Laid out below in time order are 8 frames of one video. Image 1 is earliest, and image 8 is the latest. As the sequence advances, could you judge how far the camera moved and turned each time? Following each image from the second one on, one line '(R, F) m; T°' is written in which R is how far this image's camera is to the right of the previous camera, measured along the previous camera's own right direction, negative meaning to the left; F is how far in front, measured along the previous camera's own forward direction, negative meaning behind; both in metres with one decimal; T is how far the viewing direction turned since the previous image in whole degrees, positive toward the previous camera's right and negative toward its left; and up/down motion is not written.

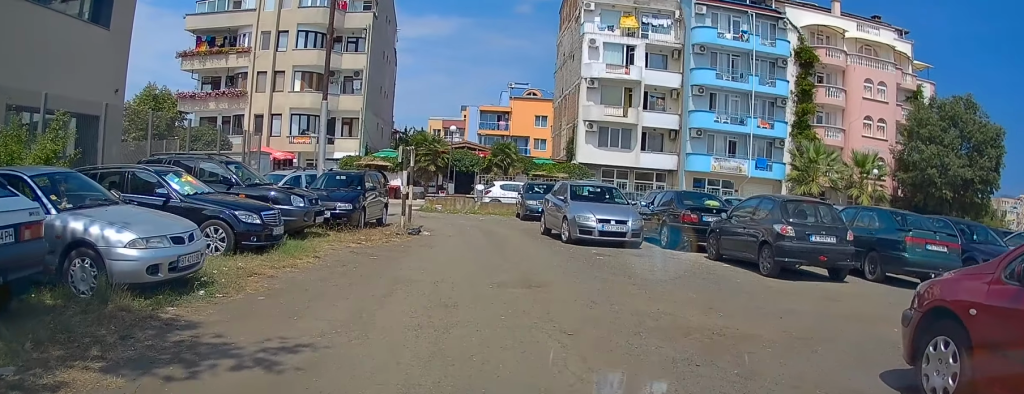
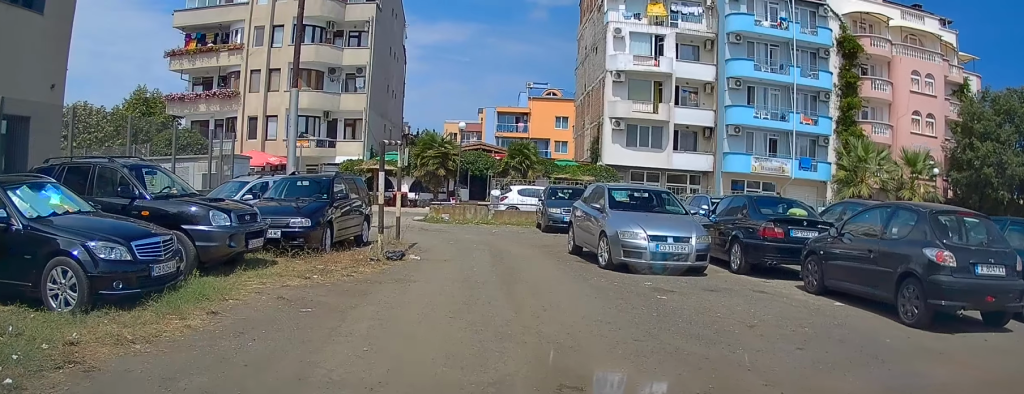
(-0.2, +4.2) m; -5°
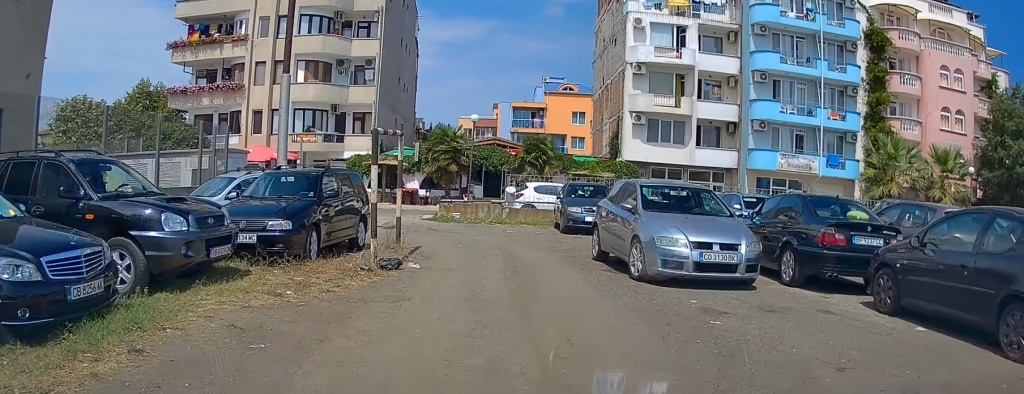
(-0.1, +1.8) m; -1°
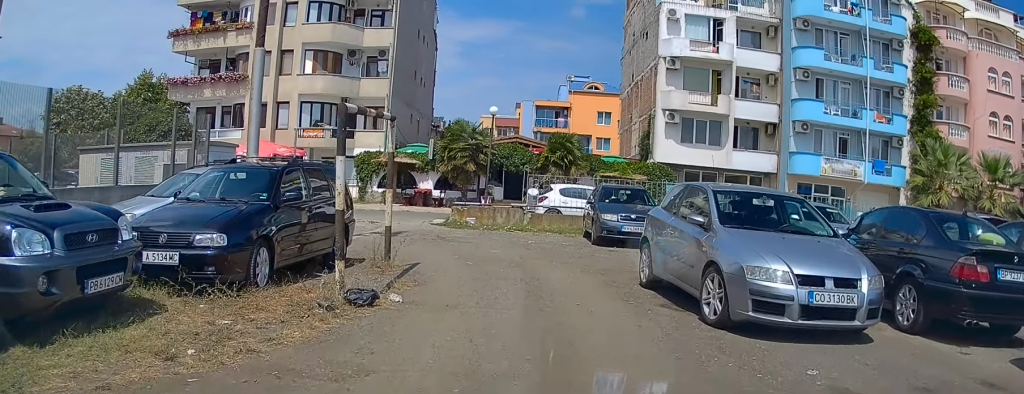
(-0.1, +3.0) m; -1°
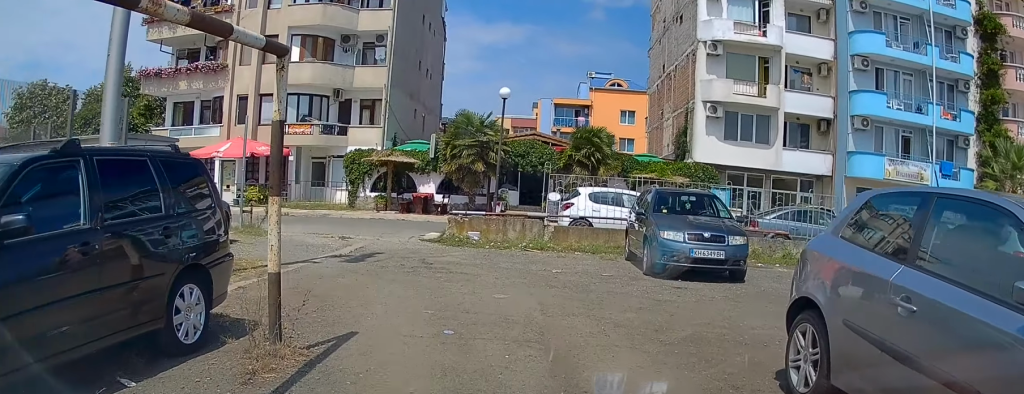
(+0.2, +5.1) m; -1°
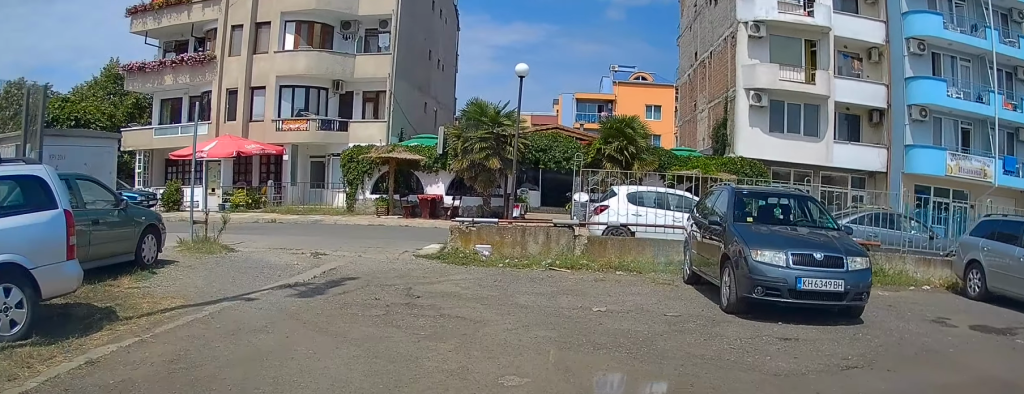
(-0.3, +3.5) m; -4°
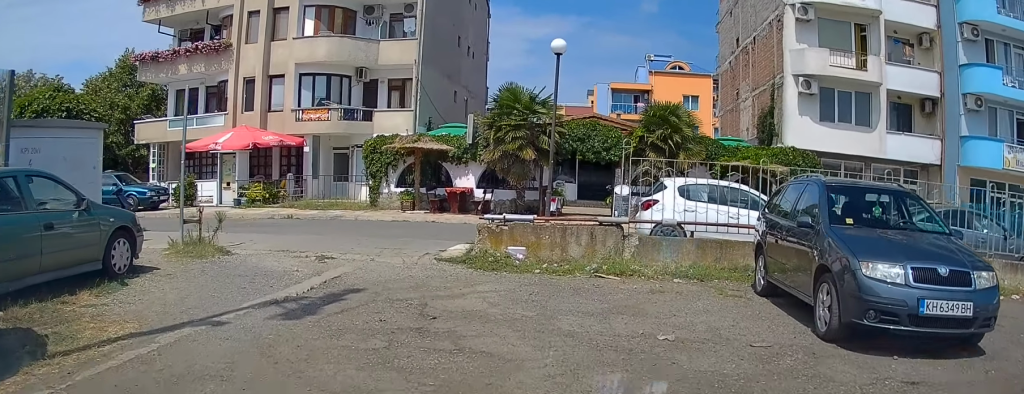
(+0.1, +1.7) m; -4°
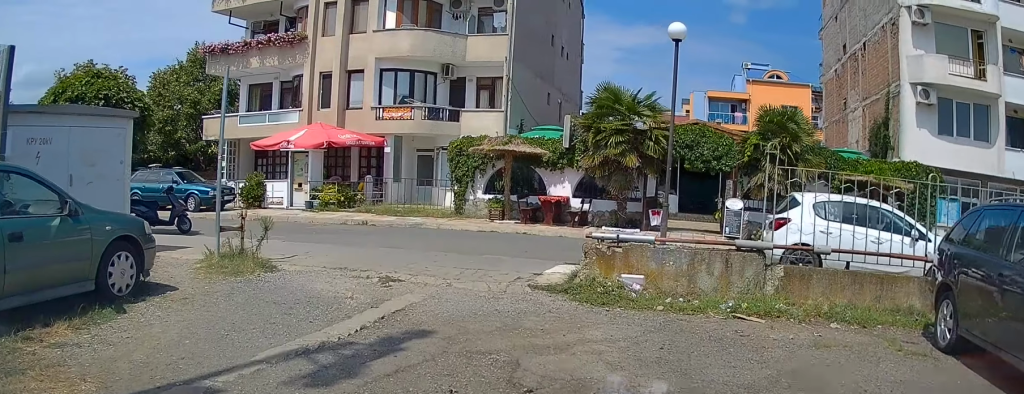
(-0.1, +2.1) m; -7°
